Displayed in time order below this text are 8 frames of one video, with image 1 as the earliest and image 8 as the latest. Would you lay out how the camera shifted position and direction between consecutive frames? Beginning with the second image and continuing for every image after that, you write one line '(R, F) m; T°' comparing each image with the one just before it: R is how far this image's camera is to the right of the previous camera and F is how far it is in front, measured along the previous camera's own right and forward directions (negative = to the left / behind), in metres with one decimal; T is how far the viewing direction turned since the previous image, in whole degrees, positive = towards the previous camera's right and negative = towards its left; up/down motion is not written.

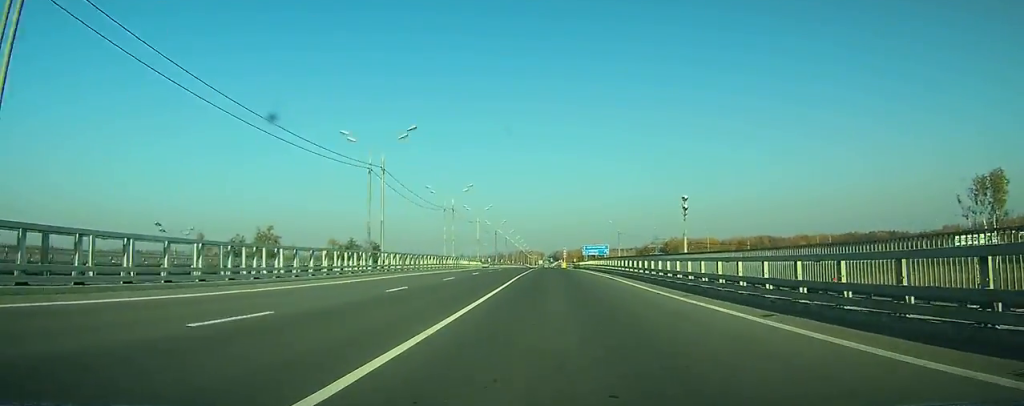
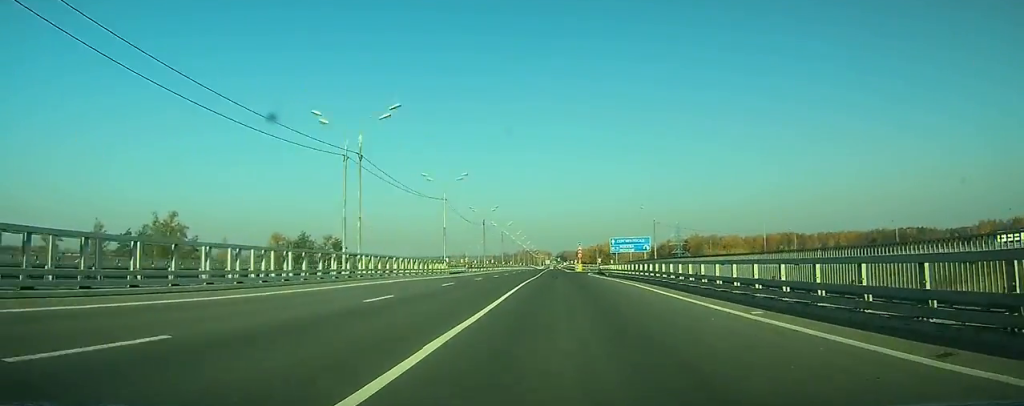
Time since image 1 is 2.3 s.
(0.0, +40.9) m; 0°
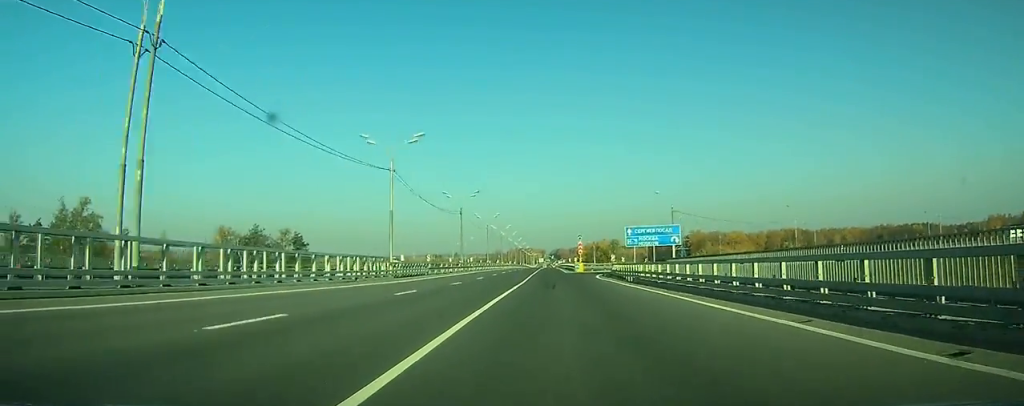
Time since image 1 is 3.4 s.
(0.0, +22.3) m; 0°
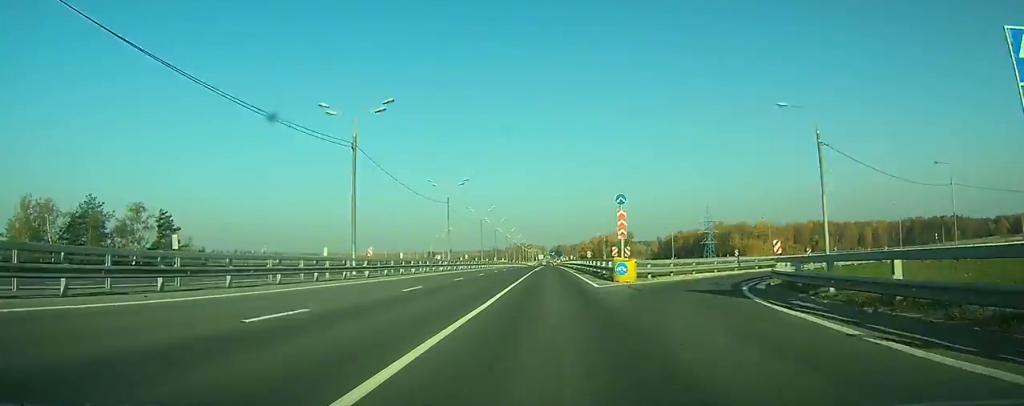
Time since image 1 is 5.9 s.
(+0.3, +53.1) m; +1°
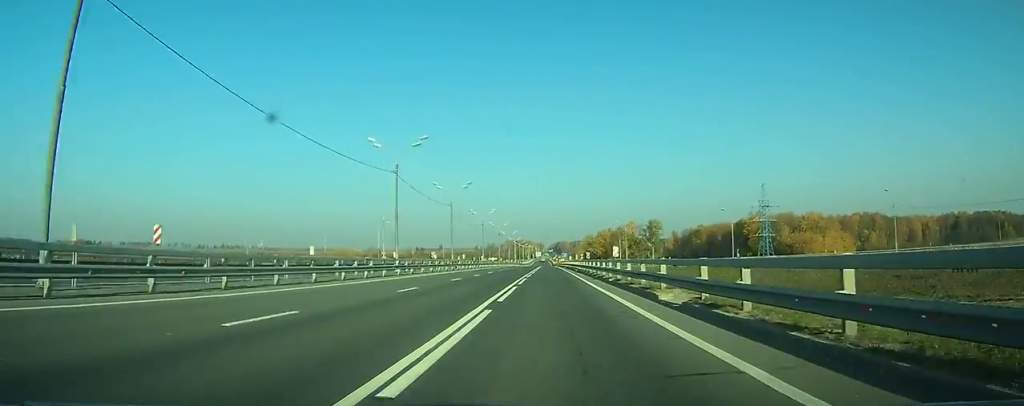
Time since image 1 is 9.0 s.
(+0.3, +69.5) m; 0°
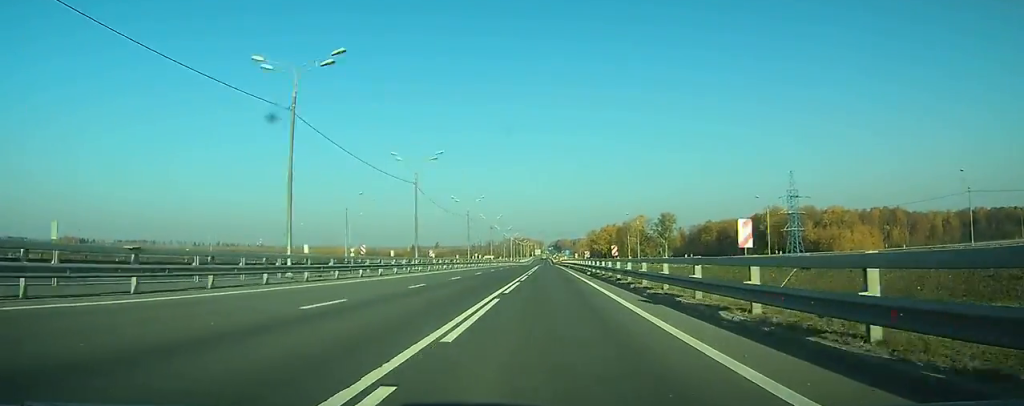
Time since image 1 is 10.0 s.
(0.0, +22.1) m; 0°
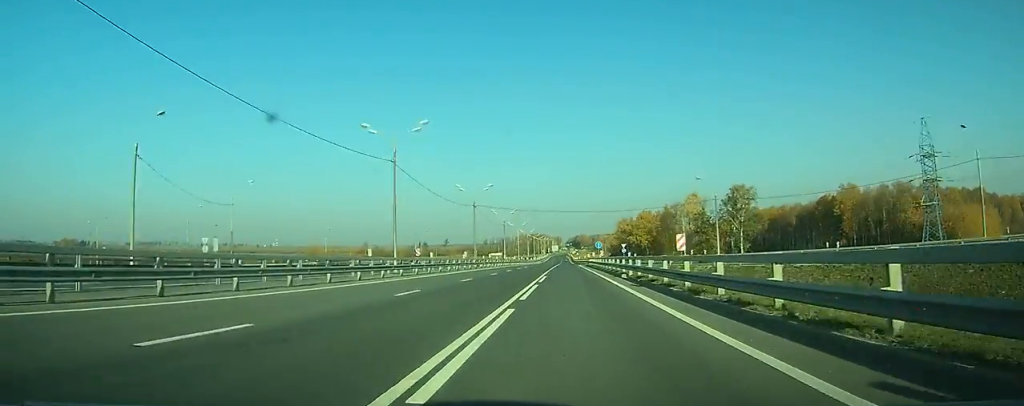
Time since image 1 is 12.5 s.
(-0.5, +50.5) m; -1°
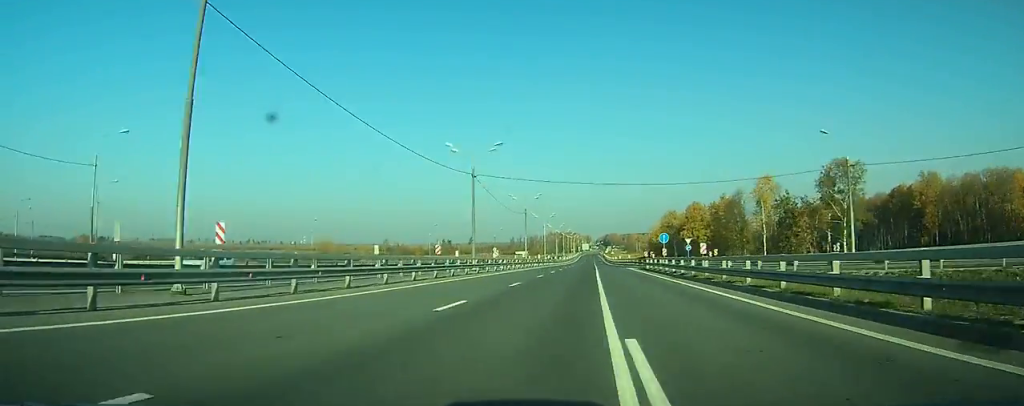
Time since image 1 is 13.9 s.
(-0.3, +27.1) m; 0°
